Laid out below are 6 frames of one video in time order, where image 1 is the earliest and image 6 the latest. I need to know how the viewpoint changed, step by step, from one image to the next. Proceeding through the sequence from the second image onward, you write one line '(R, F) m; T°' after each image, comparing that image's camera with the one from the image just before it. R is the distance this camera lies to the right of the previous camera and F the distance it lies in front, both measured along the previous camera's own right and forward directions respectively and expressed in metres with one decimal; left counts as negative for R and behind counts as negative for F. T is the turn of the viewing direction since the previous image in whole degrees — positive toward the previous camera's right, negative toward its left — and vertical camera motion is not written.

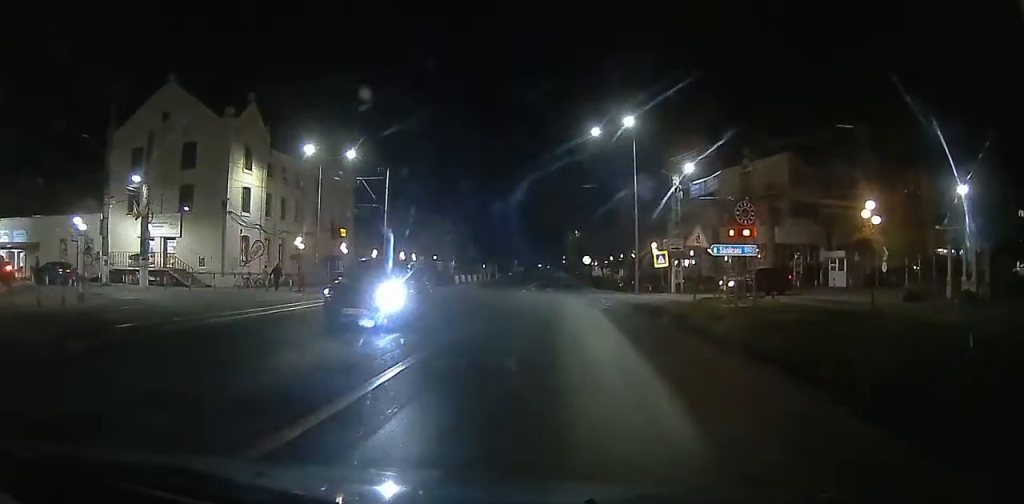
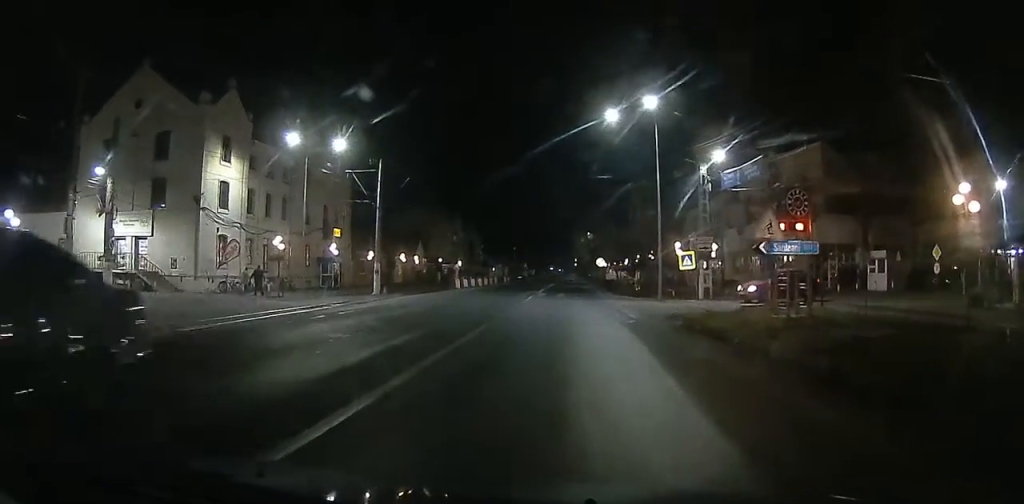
(+0.1, +5.9) m; +1°
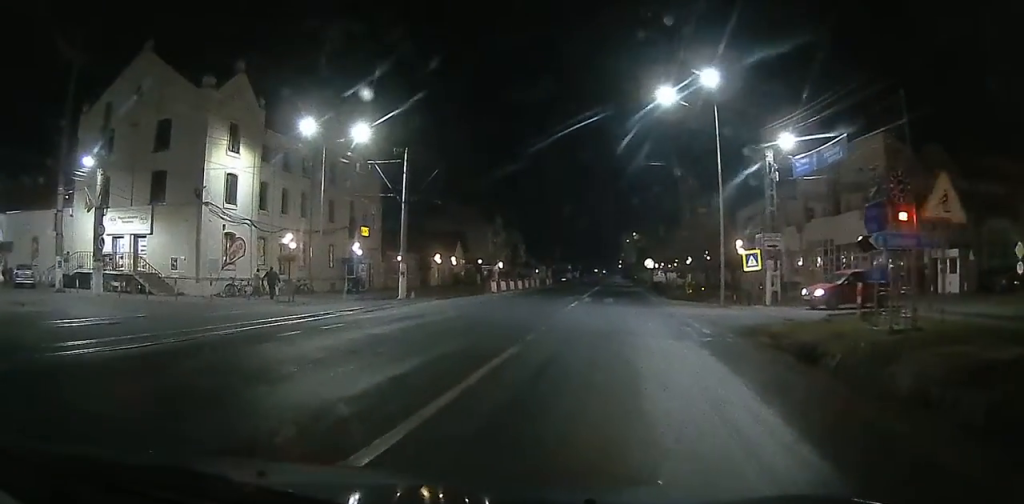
(0.0, +5.4) m; +2°
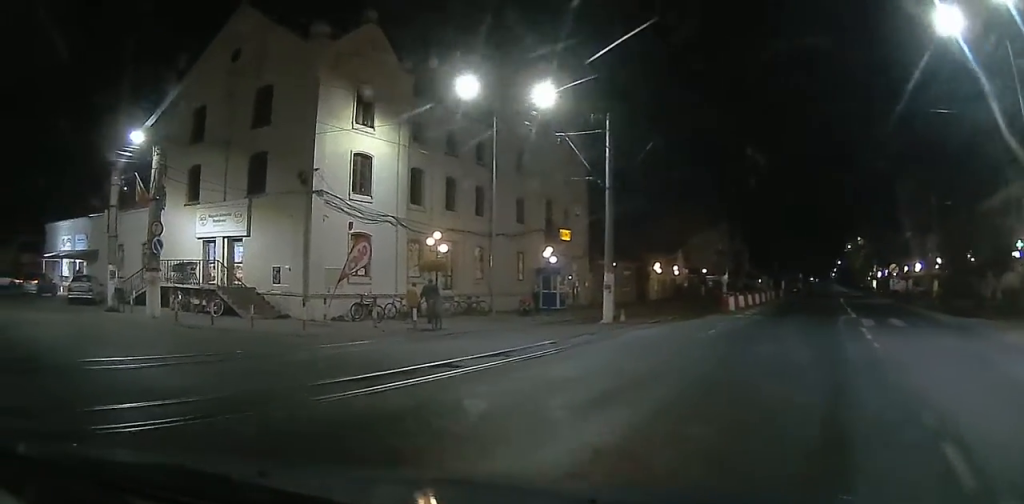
(-0.5, +11.7) m; -17°
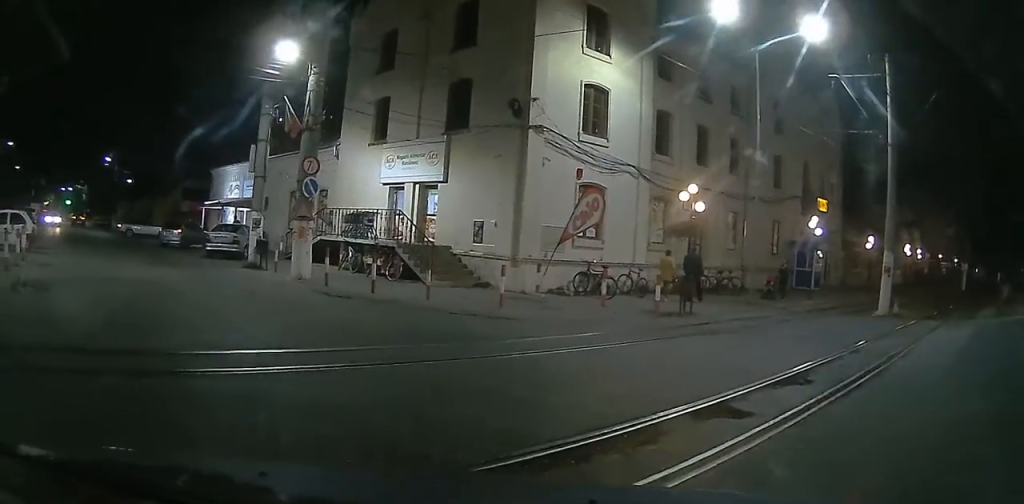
(-1.3, +7.4) m; -13°
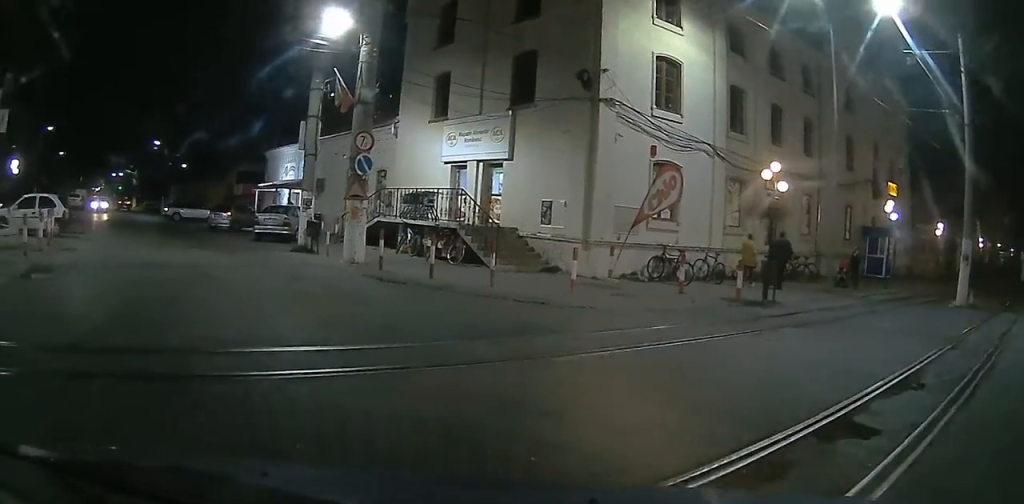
(-0.1, +1.9) m; -9°
